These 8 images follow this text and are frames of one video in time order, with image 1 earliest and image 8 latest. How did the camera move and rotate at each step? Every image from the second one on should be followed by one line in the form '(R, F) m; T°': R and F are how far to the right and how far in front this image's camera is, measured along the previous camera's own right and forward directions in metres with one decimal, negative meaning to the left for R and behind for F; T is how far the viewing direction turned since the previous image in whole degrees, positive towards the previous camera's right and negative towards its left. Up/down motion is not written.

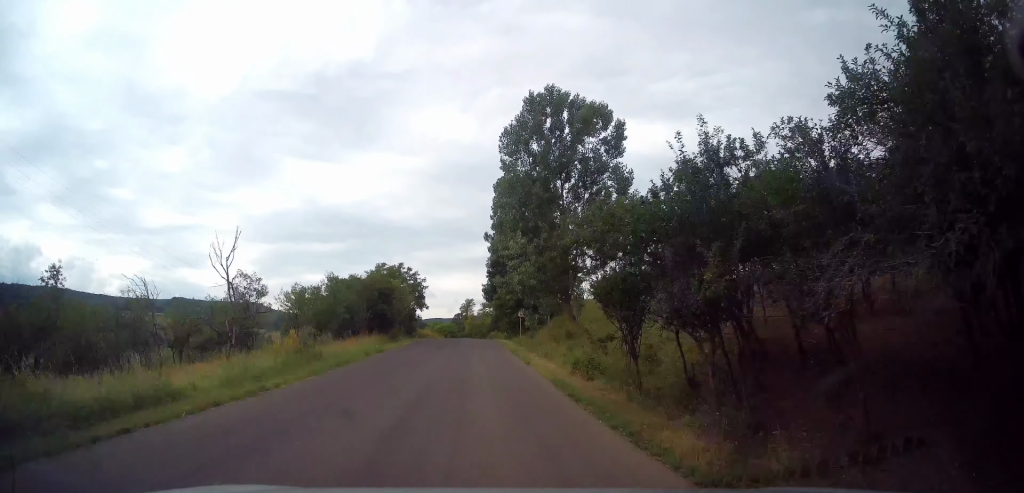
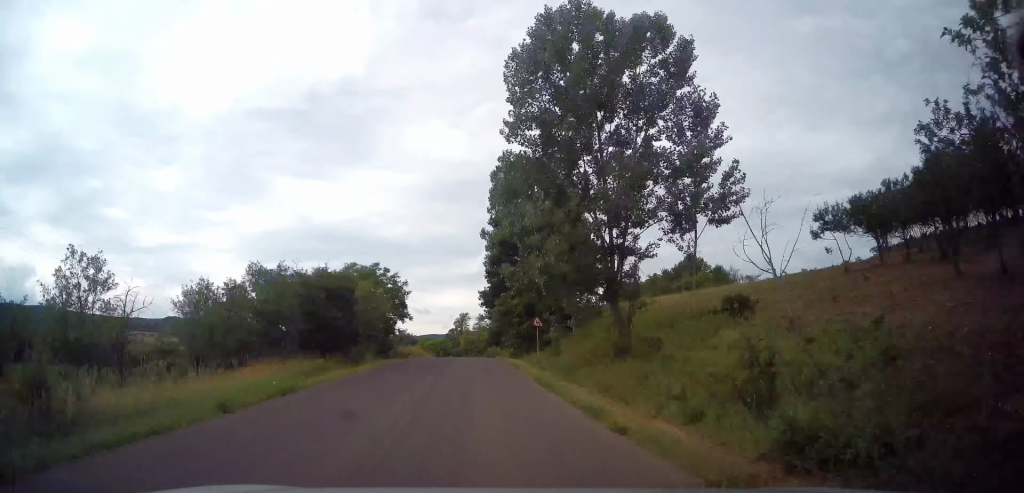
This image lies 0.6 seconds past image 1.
(-0.1, +11.9) m; +1°
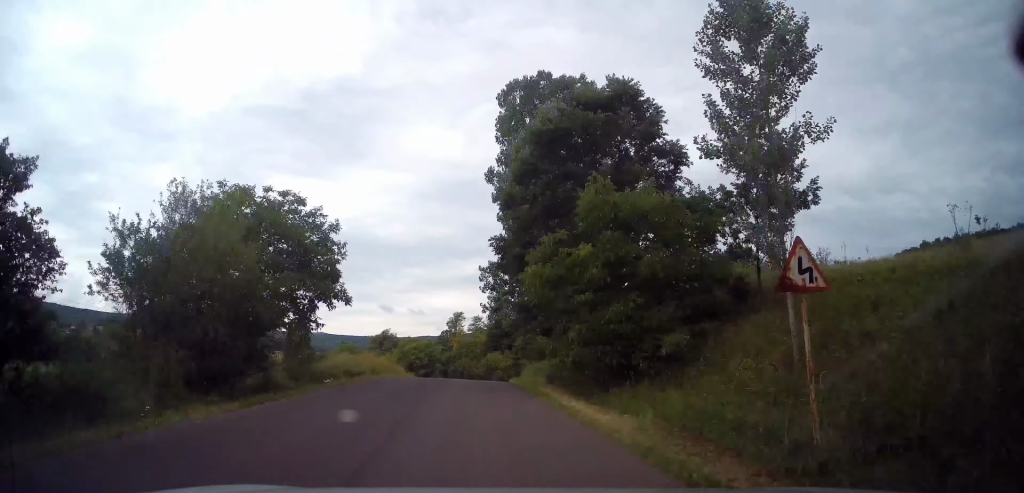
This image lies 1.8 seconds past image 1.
(+0.4, +21.8) m; 0°
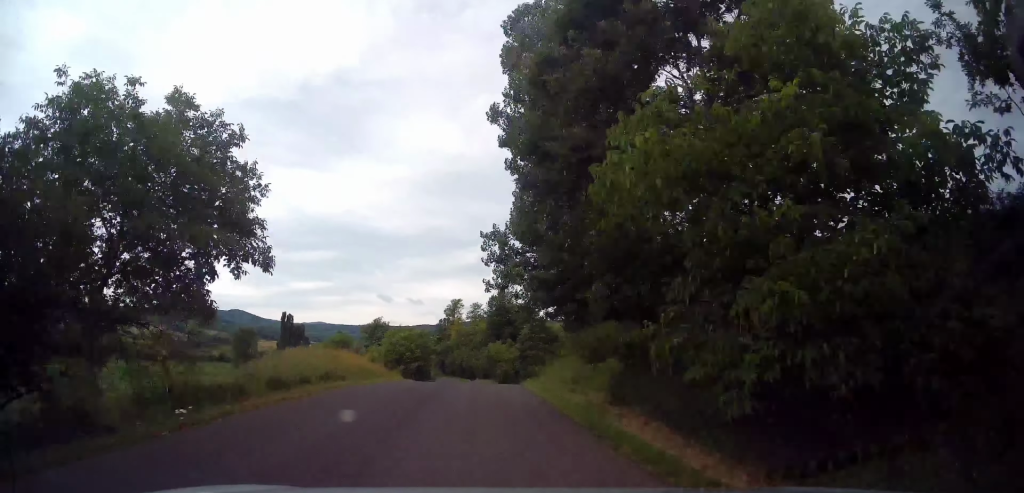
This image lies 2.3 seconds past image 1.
(-0.3, +9.0) m; +1°
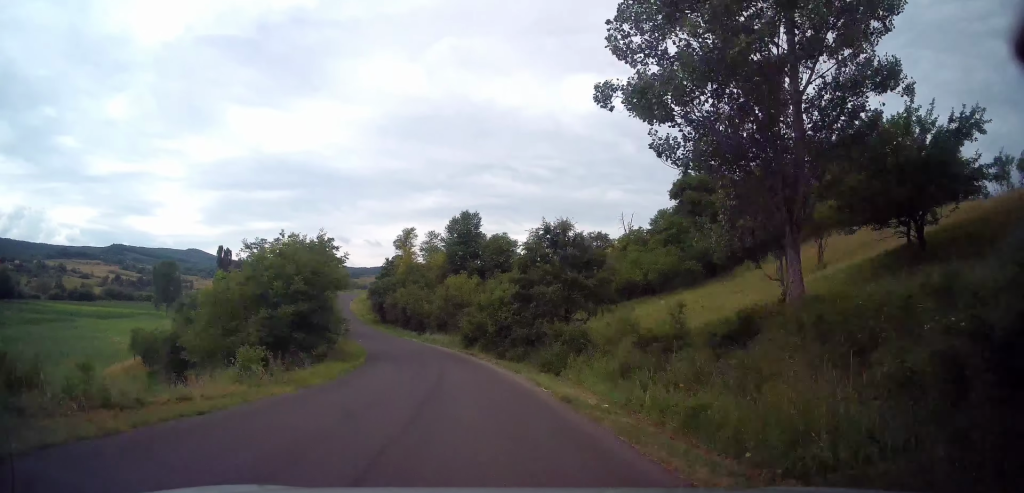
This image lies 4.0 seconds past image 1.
(+1.1, +30.4) m; +1°
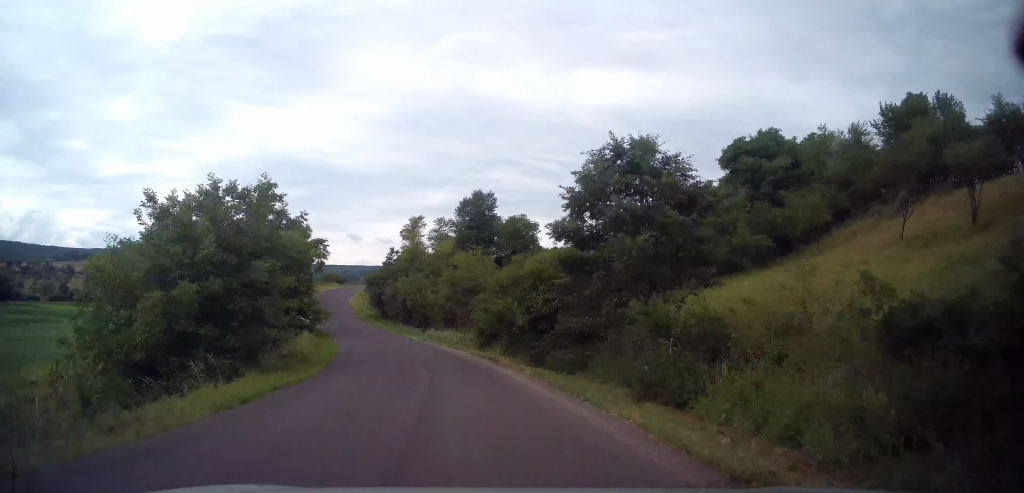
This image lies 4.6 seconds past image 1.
(-0.1, +10.7) m; -2°
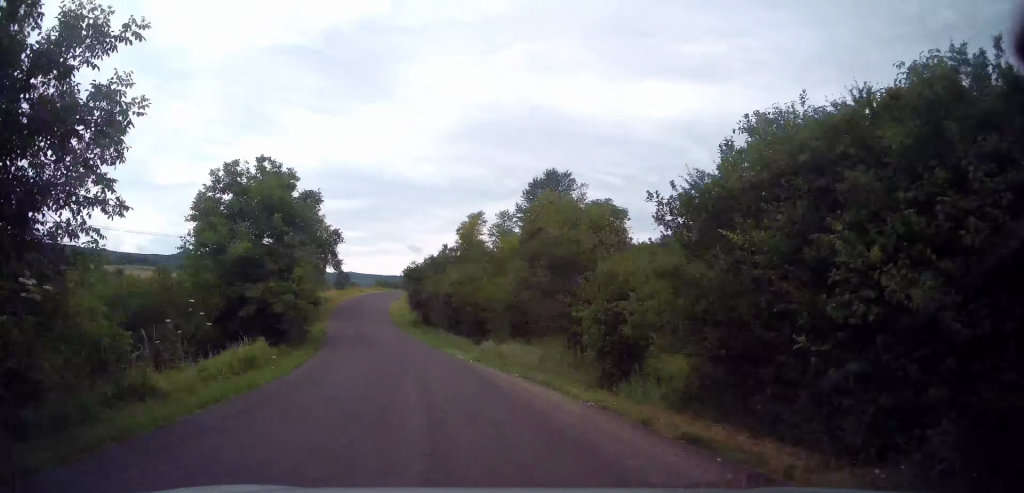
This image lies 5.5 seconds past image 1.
(-0.5, +15.6) m; -5°
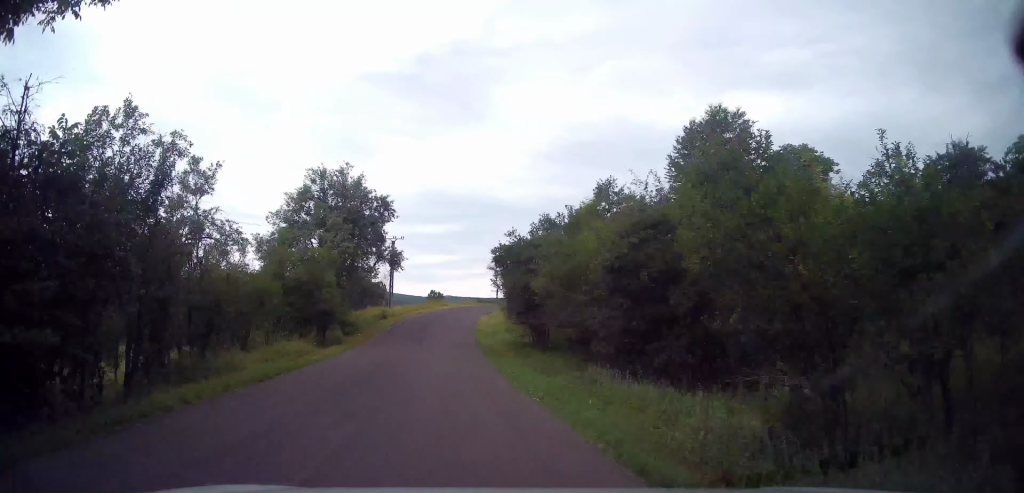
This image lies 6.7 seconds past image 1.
(-1.4, +21.7) m; -8°
